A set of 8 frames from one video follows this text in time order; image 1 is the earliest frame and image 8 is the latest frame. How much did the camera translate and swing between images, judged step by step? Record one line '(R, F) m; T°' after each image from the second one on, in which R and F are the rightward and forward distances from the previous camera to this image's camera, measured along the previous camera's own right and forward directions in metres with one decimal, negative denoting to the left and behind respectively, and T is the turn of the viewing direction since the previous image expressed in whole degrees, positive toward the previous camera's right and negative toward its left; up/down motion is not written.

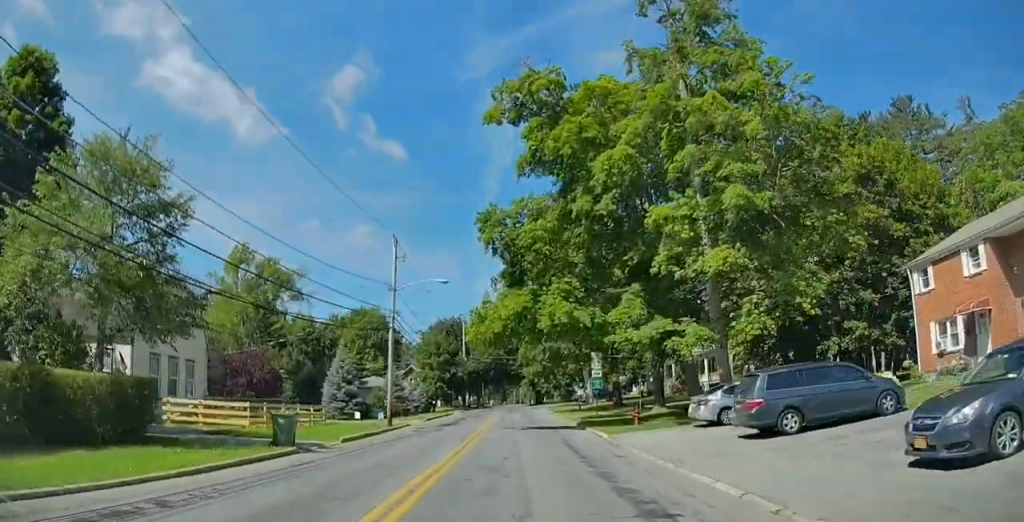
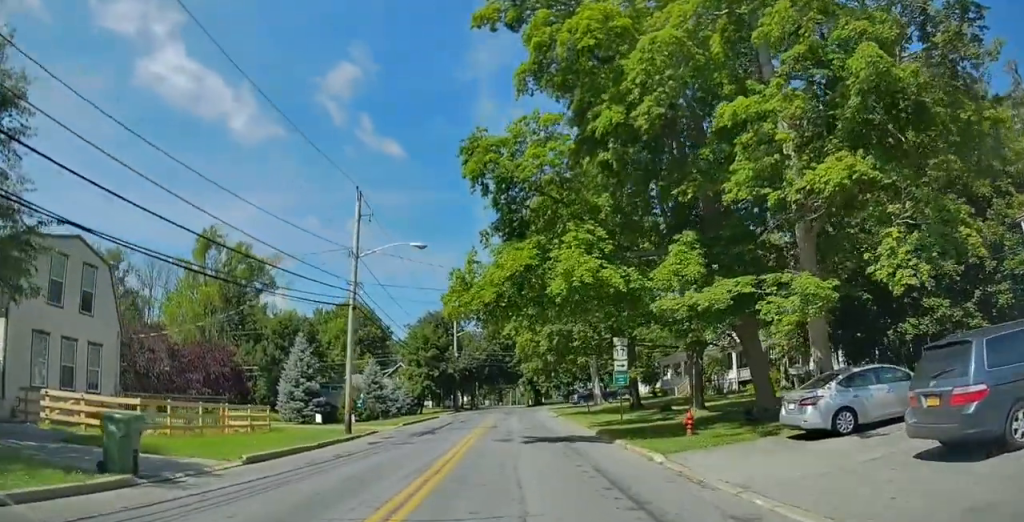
(0.0, +8.7) m; +1°
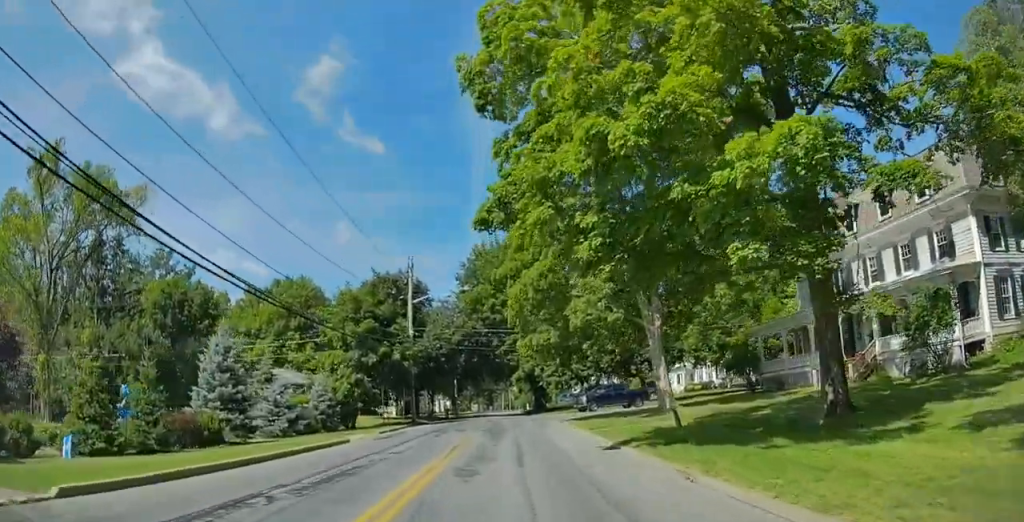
(+0.1, +27.8) m; -1°
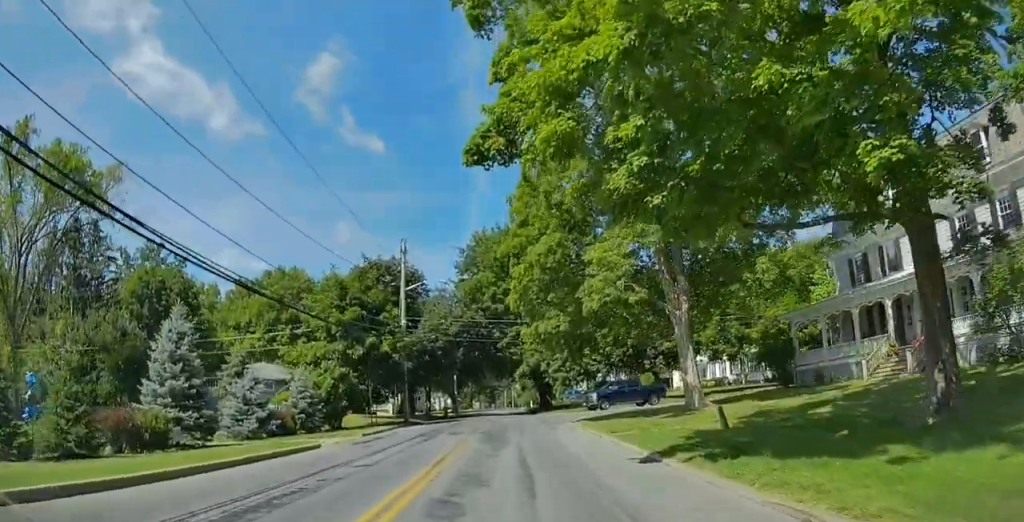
(0.0, +4.2) m; 0°
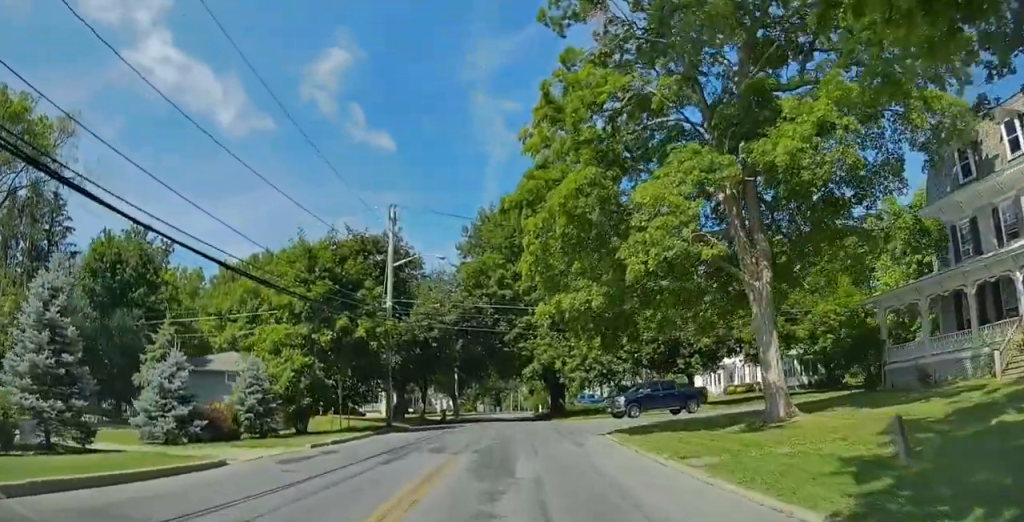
(+0.1, +7.8) m; 0°
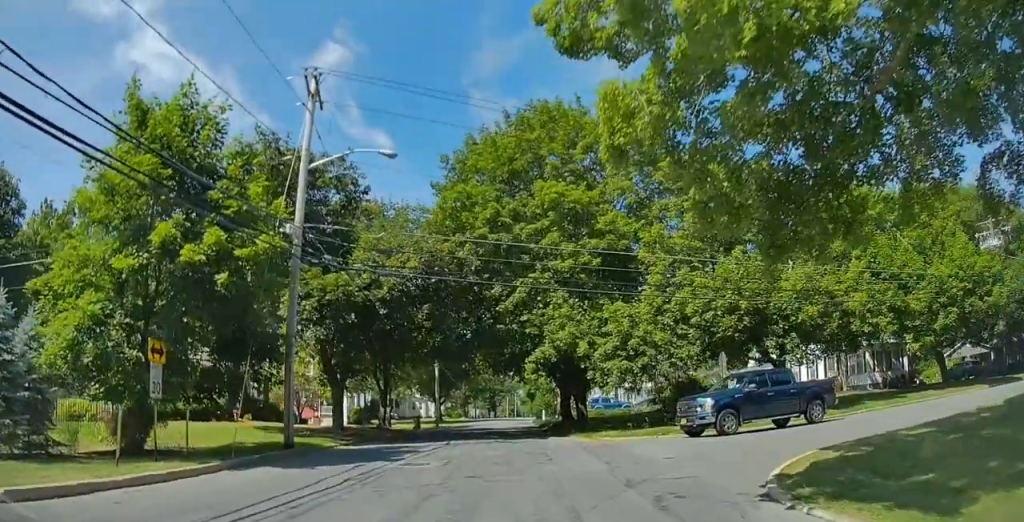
(+0.1, +14.3) m; +1°
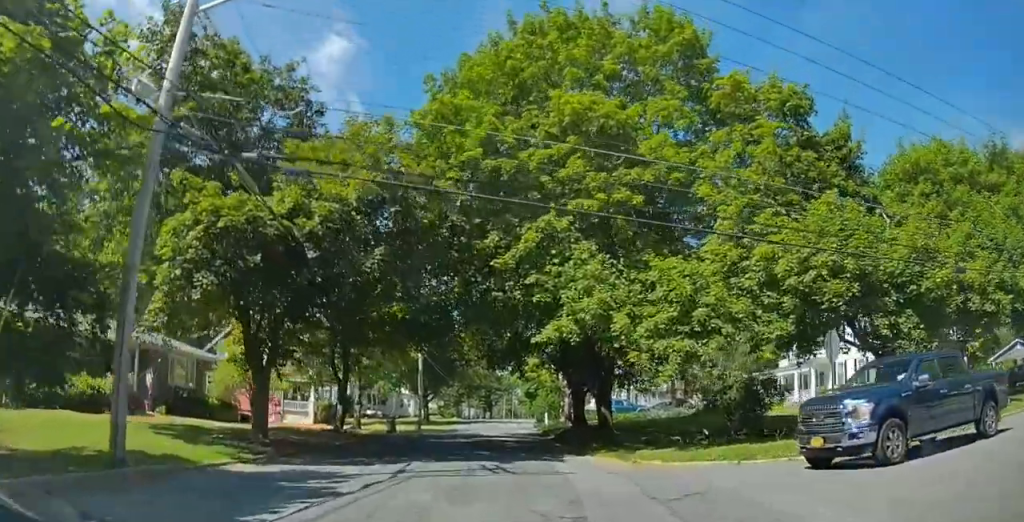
(0.0, +9.0) m; -2°
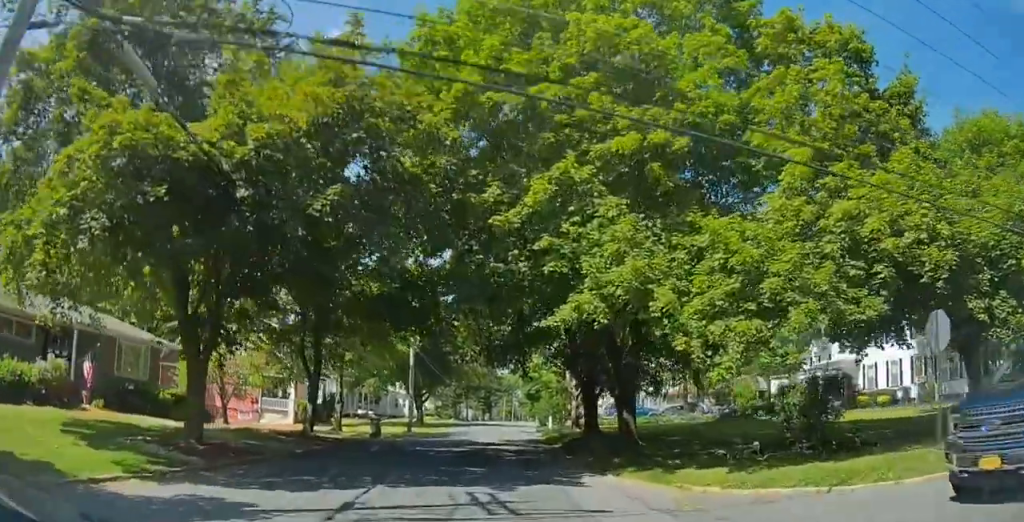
(0.0, +4.6) m; -2°
